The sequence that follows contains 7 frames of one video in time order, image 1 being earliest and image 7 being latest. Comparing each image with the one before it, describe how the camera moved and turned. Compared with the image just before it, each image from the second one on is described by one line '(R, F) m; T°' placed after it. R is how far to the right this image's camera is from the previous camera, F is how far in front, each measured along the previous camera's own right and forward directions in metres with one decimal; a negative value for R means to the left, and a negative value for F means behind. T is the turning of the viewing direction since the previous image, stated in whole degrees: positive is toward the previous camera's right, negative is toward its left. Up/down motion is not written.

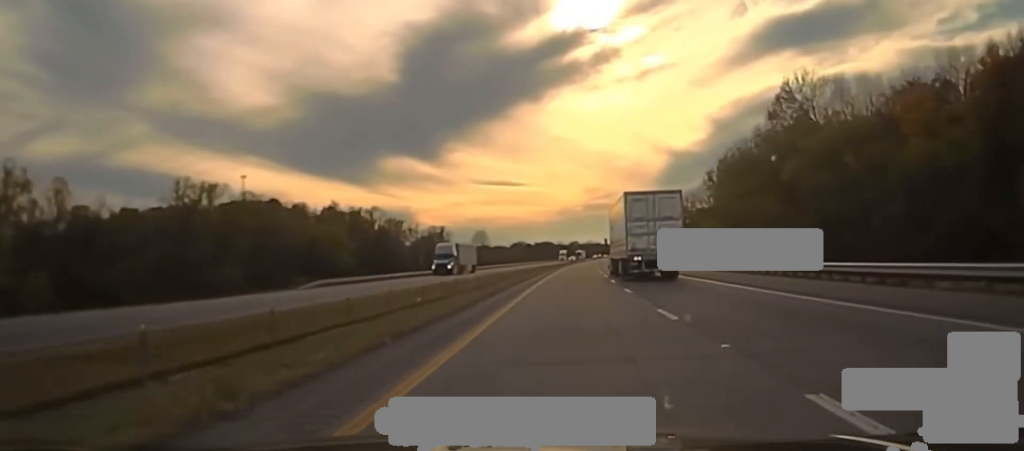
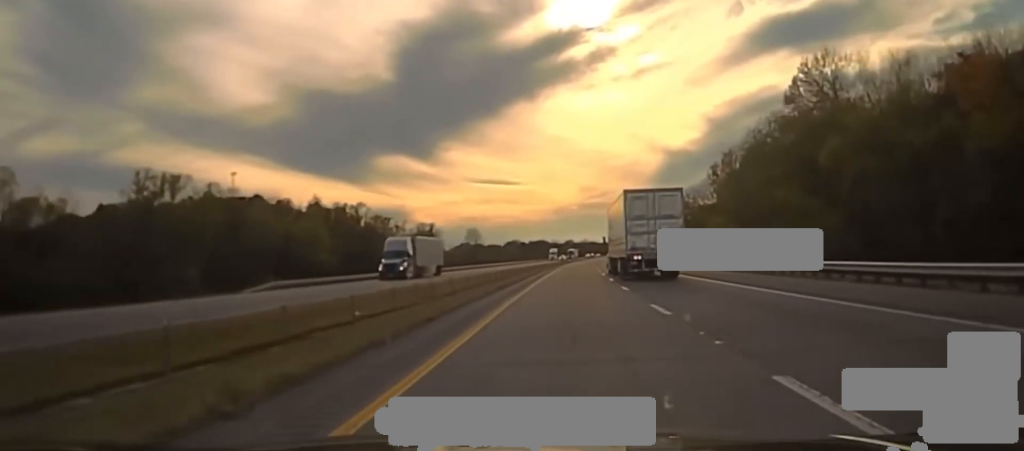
(0.0, +11.8) m; 0°
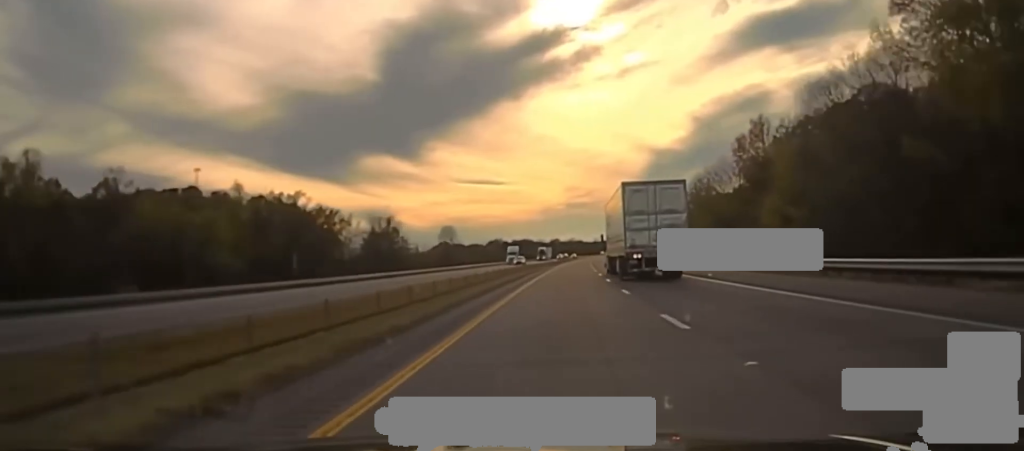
(+0.2, +40.6) m; 0°
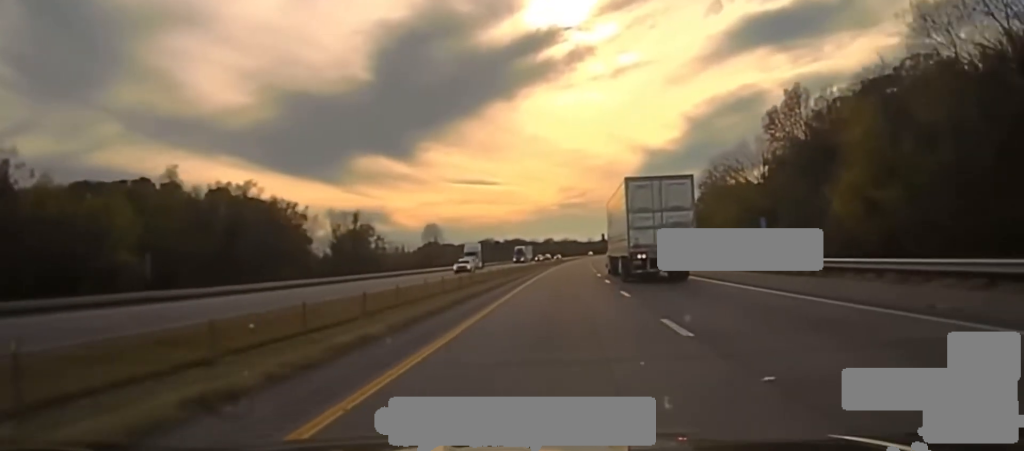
(0.0, +23.6) m; 0°
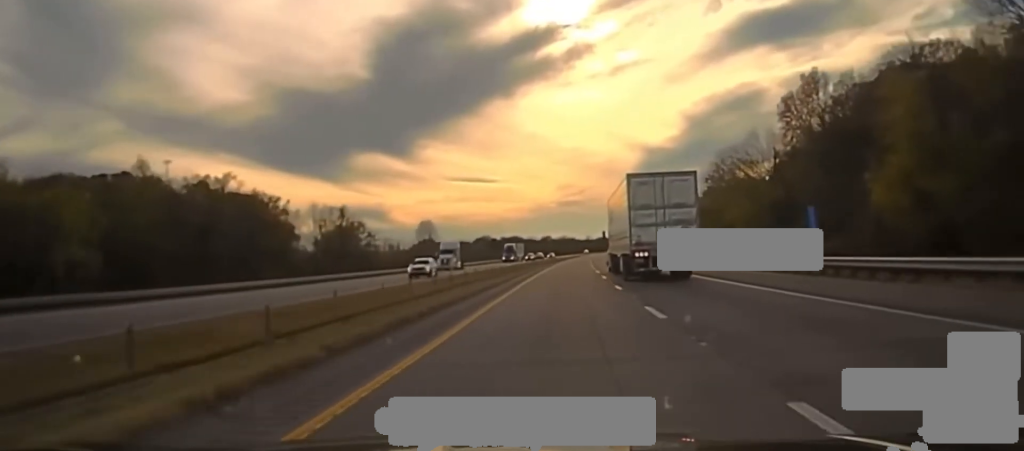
(0.0, +8.6) m; 0°
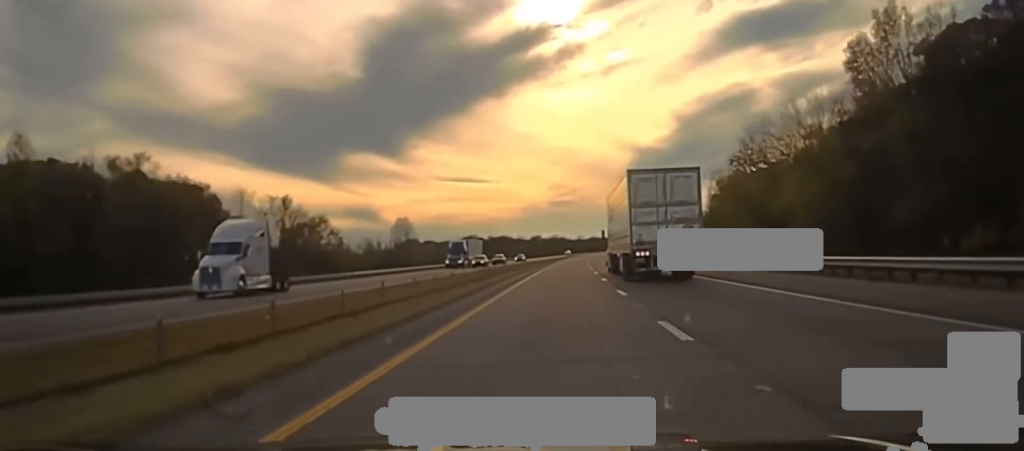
(+0.1, +29.0) m; +1°
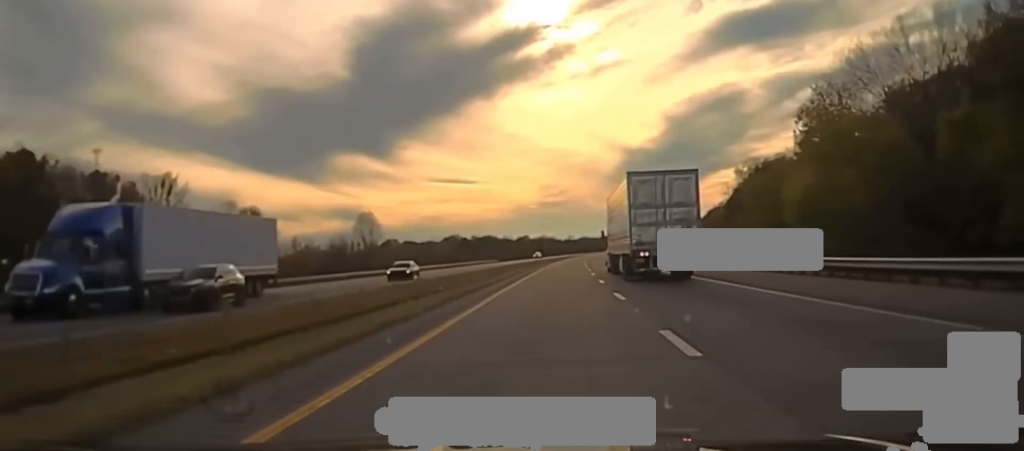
(+0.3, +40.1) m; 0°
